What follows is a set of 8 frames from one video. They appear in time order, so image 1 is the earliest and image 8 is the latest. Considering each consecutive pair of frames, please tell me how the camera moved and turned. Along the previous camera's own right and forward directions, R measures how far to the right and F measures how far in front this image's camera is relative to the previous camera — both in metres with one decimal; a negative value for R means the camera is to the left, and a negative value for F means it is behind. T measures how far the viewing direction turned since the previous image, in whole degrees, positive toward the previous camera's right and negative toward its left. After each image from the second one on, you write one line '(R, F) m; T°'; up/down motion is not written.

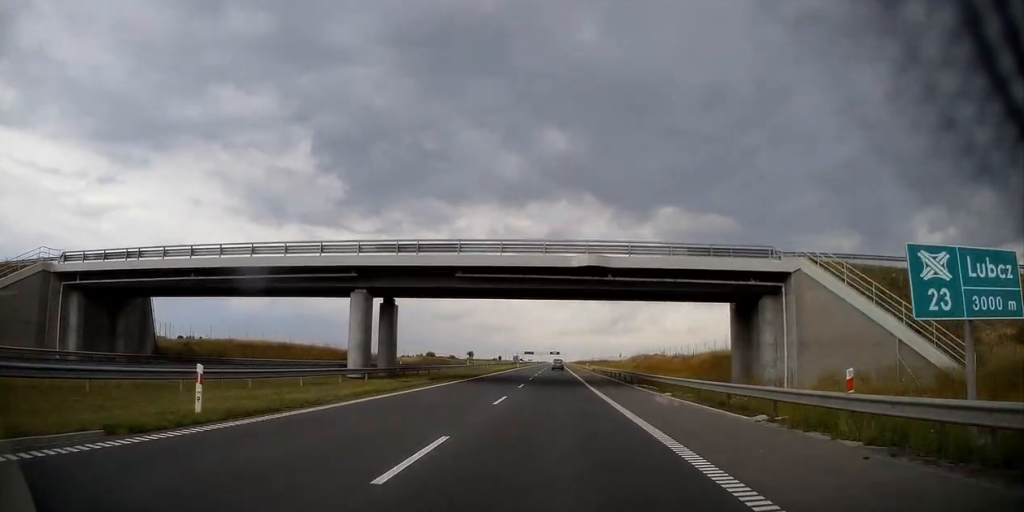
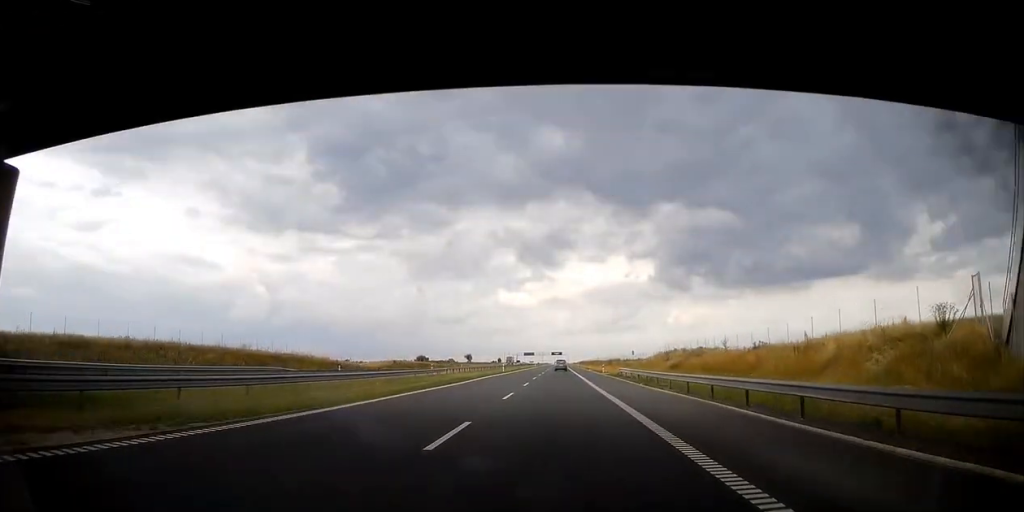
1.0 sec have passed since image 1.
(-0.2, +33.5) m; 0°
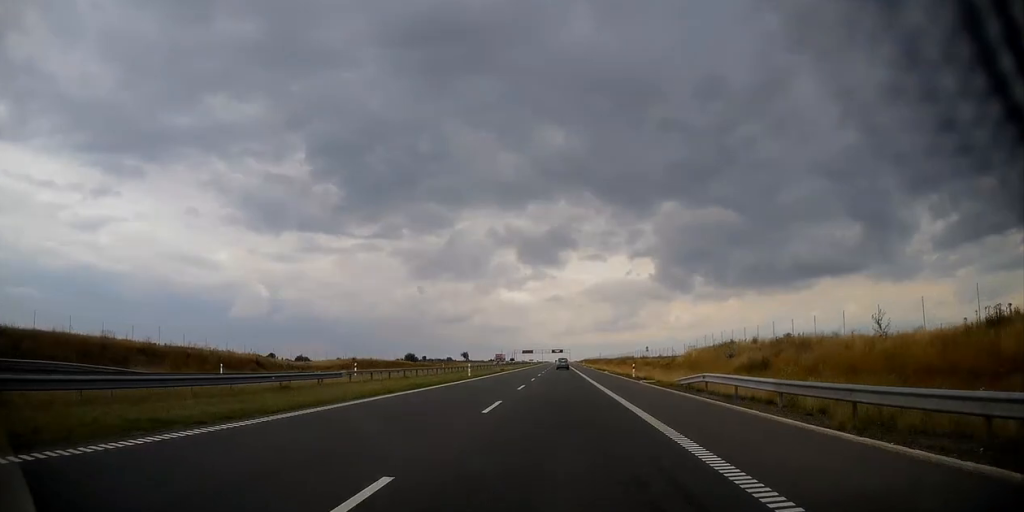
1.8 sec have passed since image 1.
(+0.1, +30.0) m; 0°
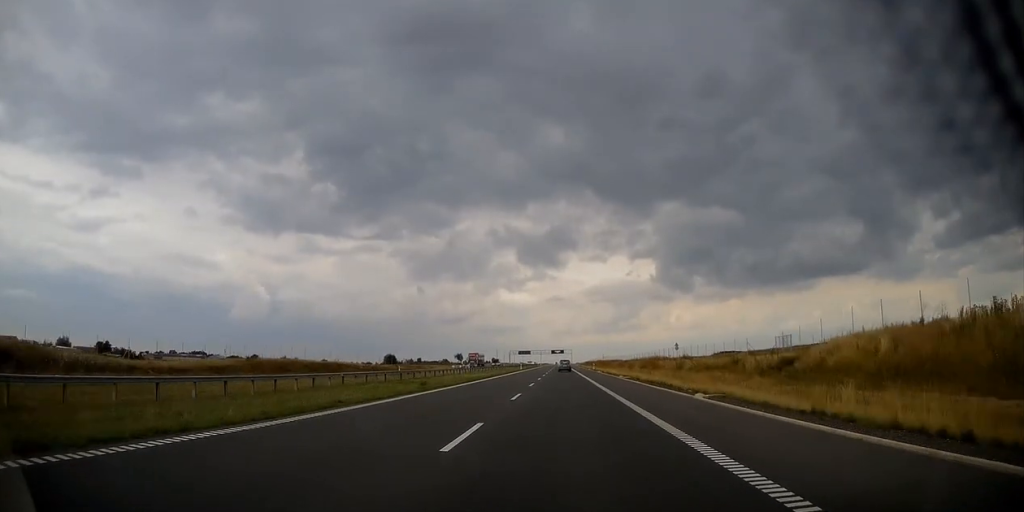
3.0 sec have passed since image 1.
(-0.3, +41.7) m; 0°
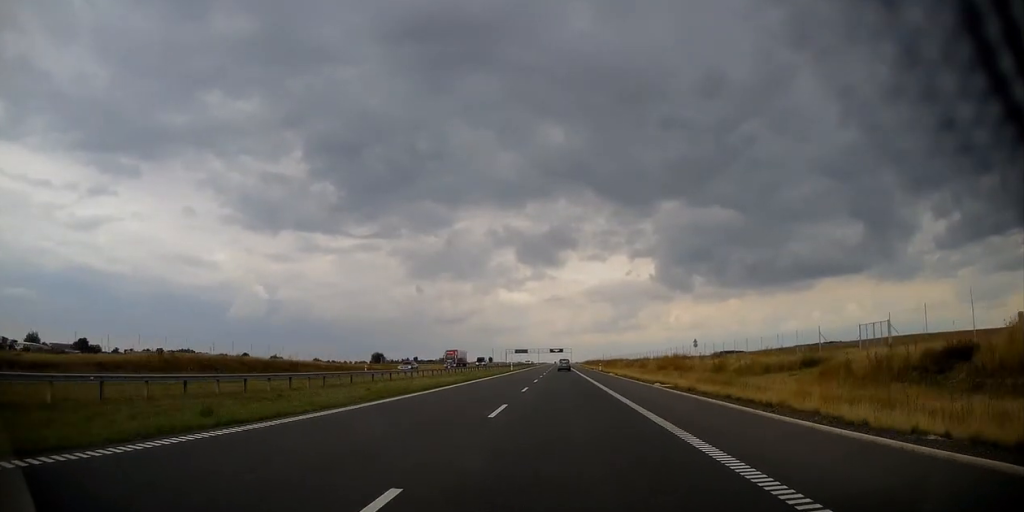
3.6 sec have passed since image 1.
(0.0, +18.6) m; 0°
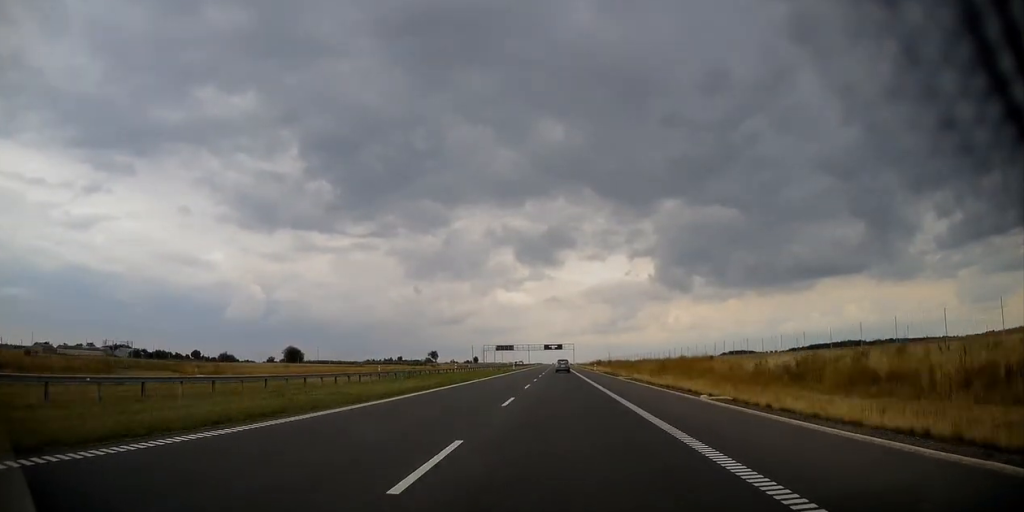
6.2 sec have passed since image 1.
(+0.4, +91.7) m; +1°
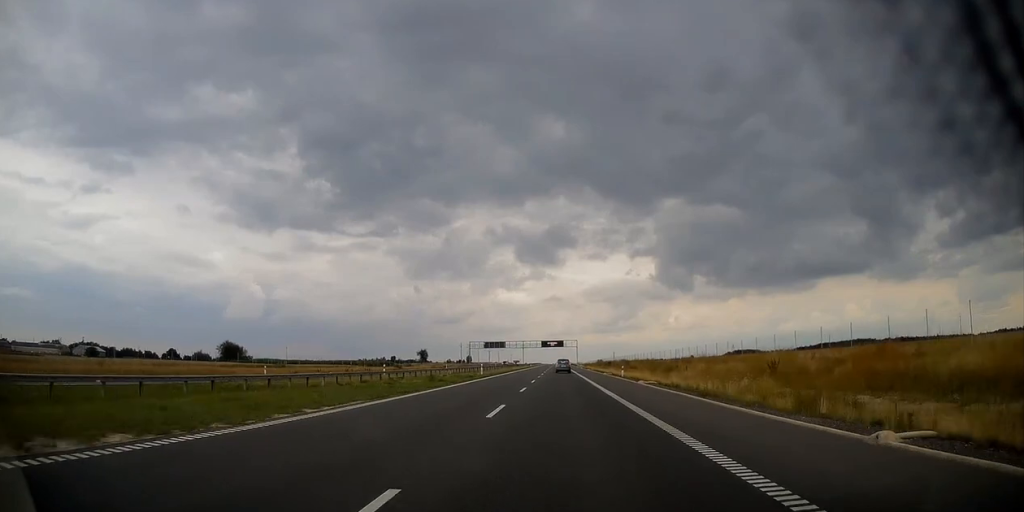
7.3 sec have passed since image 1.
(0.0, +39.6) m; 0°
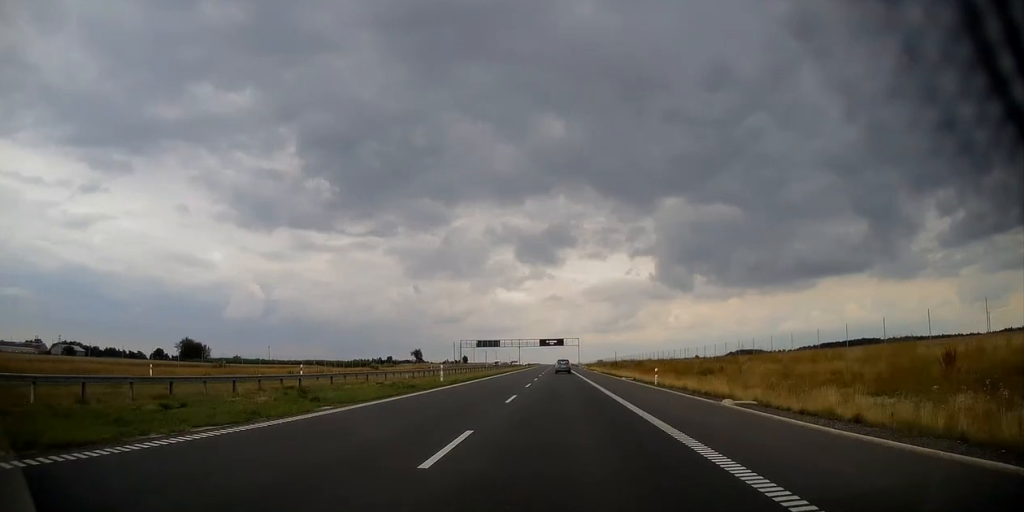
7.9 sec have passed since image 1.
(0.0, +18.7) m; 0°
